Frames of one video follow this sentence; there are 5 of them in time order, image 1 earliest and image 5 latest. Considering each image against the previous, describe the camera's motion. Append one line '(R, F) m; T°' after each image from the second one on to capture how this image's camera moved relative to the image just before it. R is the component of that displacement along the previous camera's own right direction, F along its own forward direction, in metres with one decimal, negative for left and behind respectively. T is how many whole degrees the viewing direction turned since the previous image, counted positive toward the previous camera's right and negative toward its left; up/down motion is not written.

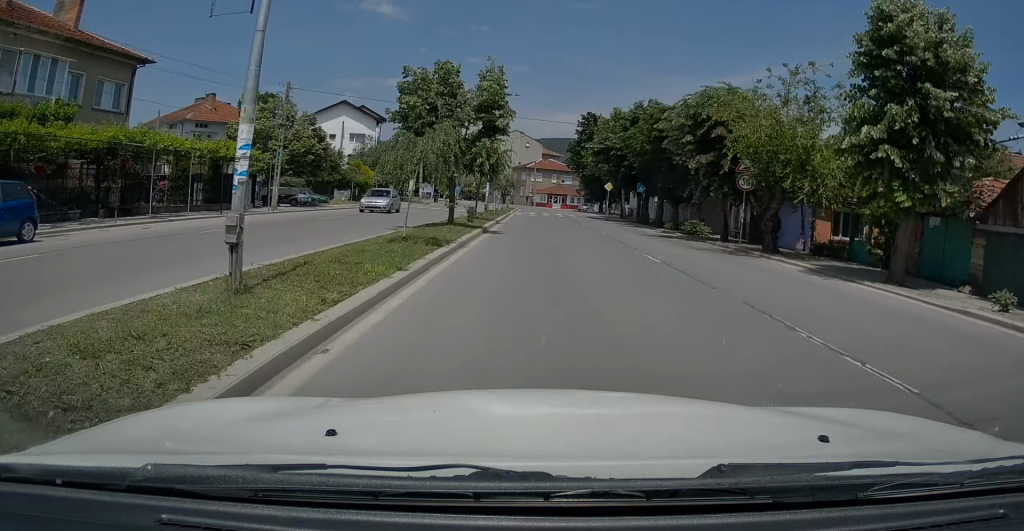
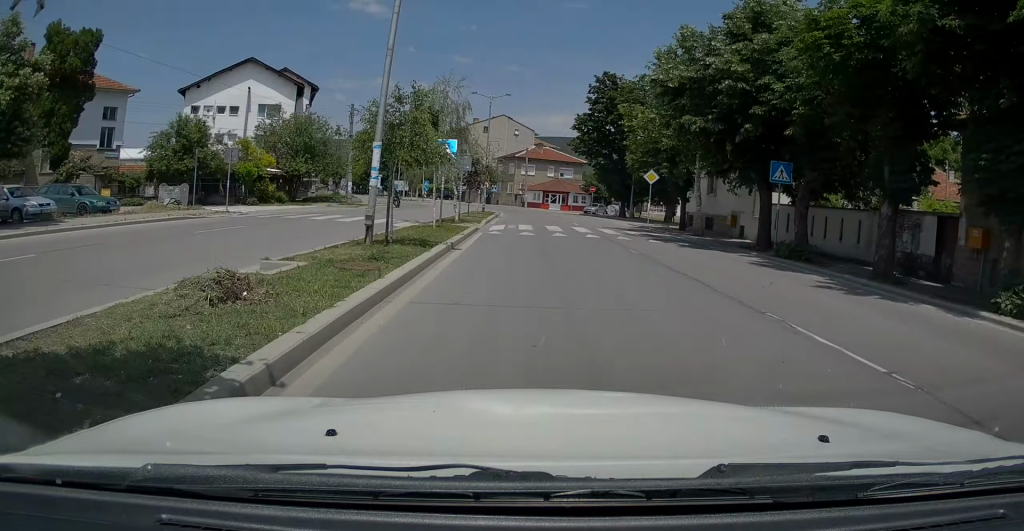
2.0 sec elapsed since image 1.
(+0.2, +26.4) m; 0°
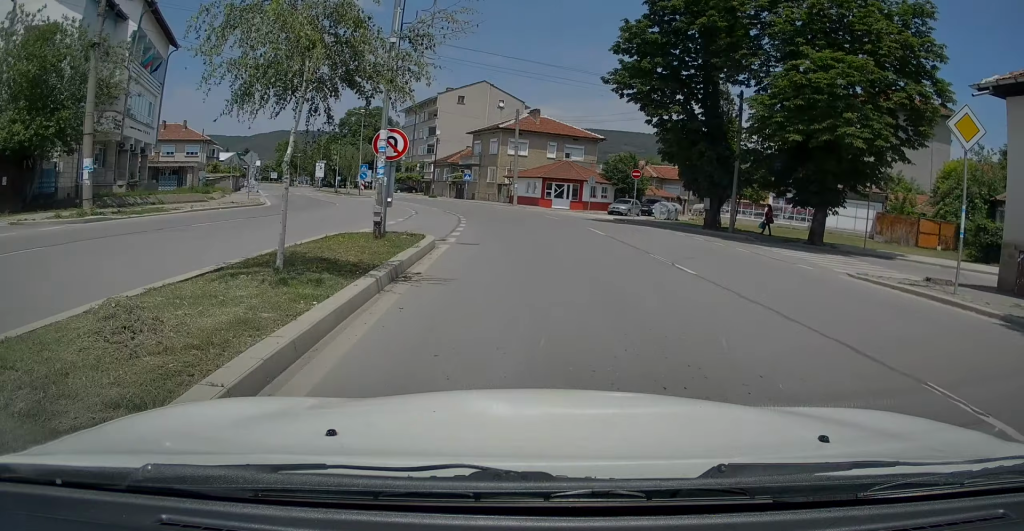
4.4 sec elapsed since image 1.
(-0.4, +29.4) m; 0°
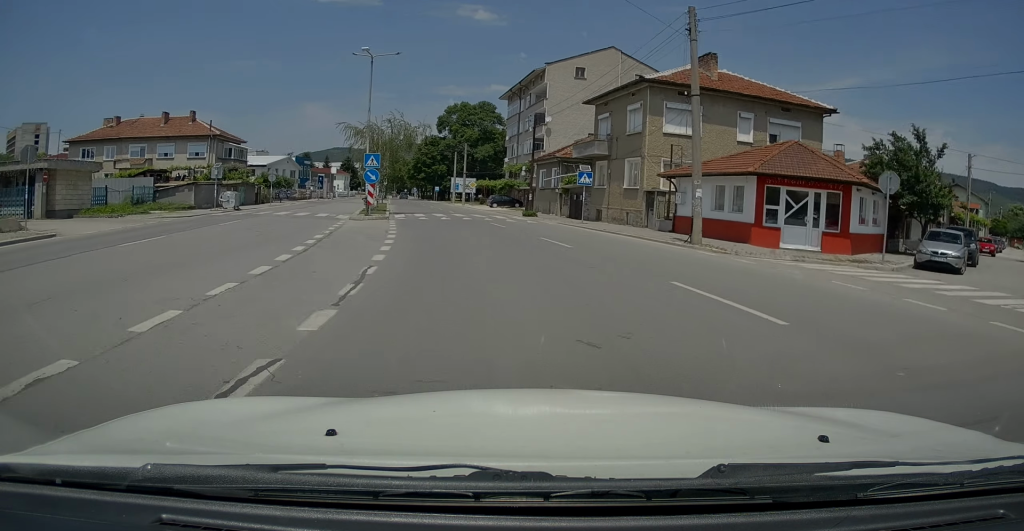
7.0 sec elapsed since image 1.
(-0.4, +29.1) m; -8°
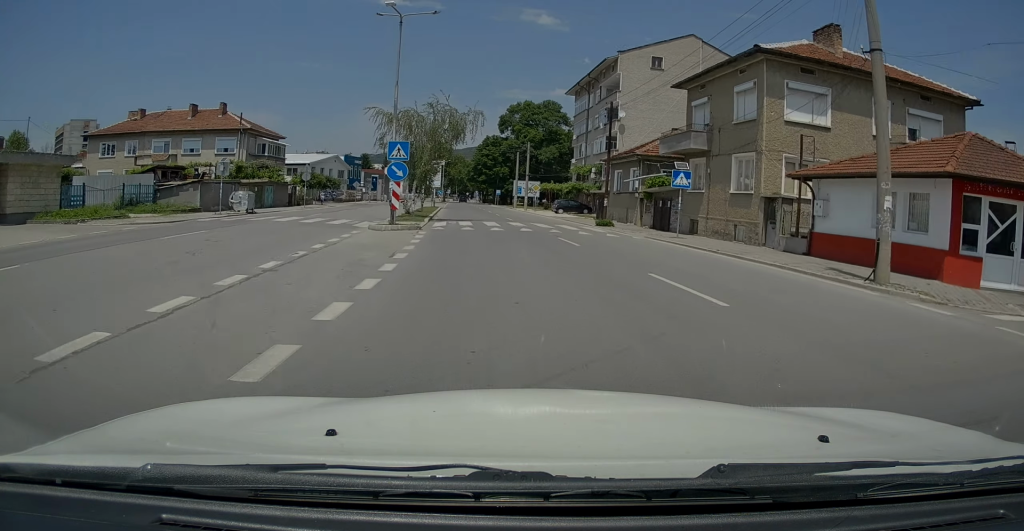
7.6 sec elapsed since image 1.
(-0.7, +7.4) m; -5°
